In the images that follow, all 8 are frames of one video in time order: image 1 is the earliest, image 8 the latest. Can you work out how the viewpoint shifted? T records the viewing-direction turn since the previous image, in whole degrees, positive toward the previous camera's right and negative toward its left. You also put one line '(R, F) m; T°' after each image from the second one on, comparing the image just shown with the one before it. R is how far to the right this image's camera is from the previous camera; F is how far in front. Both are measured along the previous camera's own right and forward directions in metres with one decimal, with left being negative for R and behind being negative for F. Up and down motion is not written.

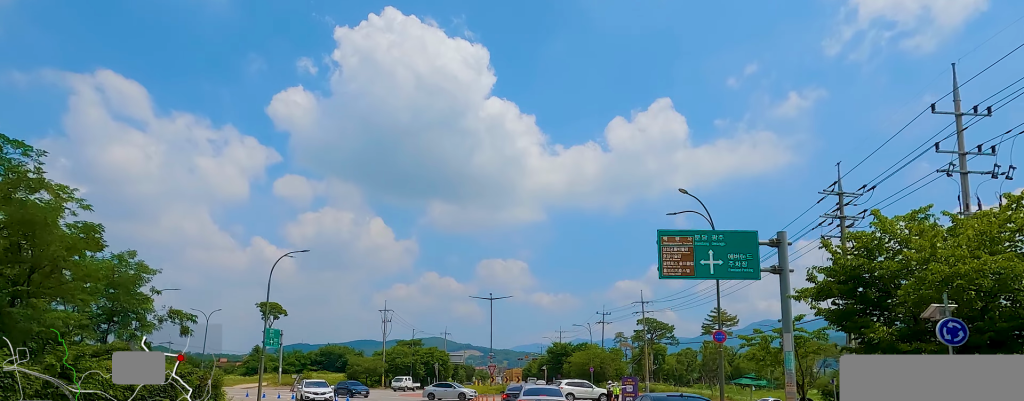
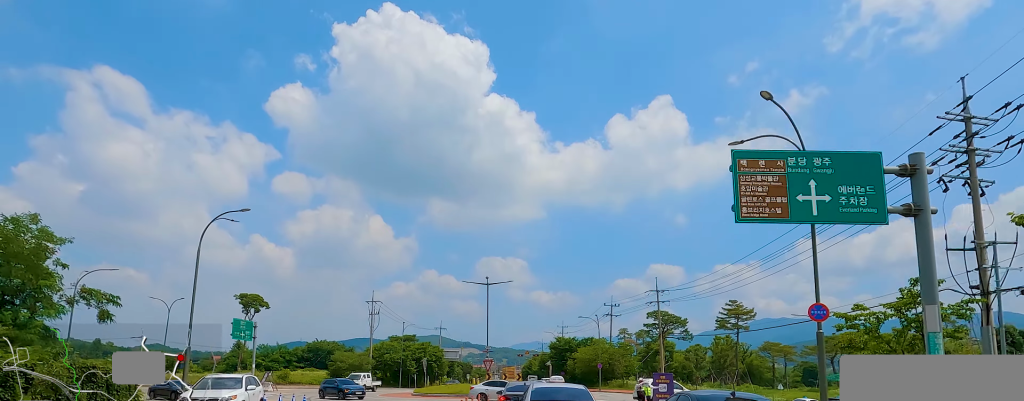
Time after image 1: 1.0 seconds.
(-0.1, +7.0) m; -2°
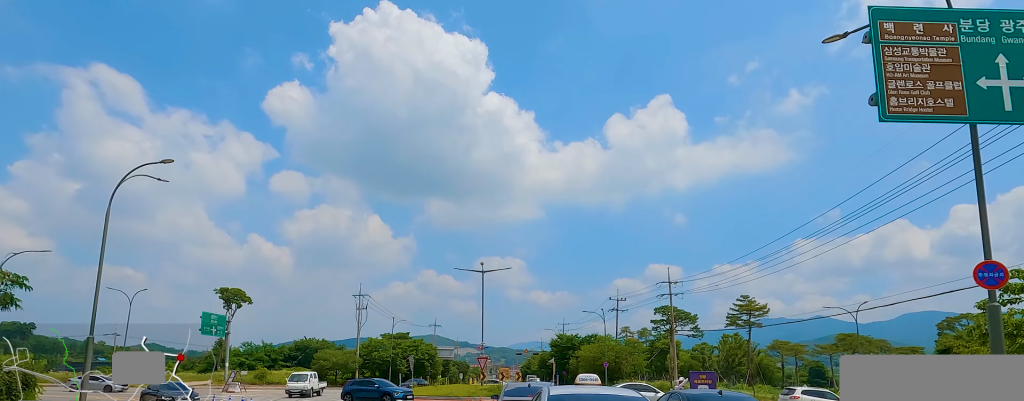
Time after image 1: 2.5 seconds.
(0.0, +8.6) m; +3°
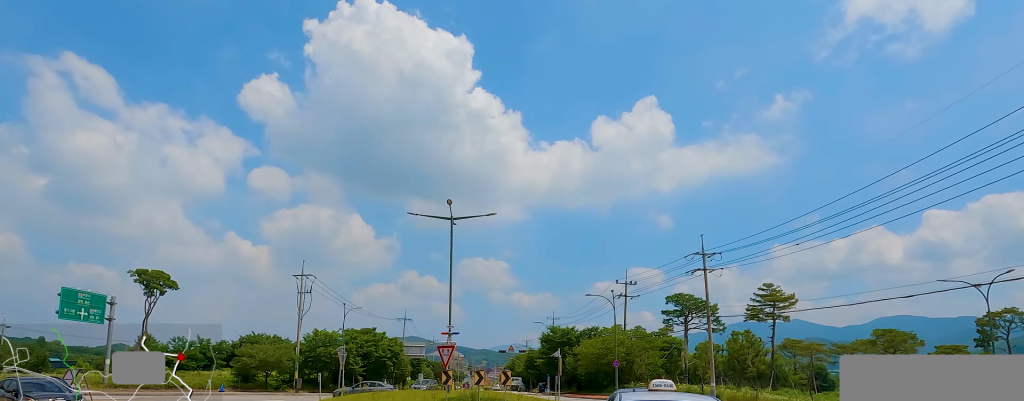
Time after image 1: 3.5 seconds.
(0.0, +4.1) m; +2°
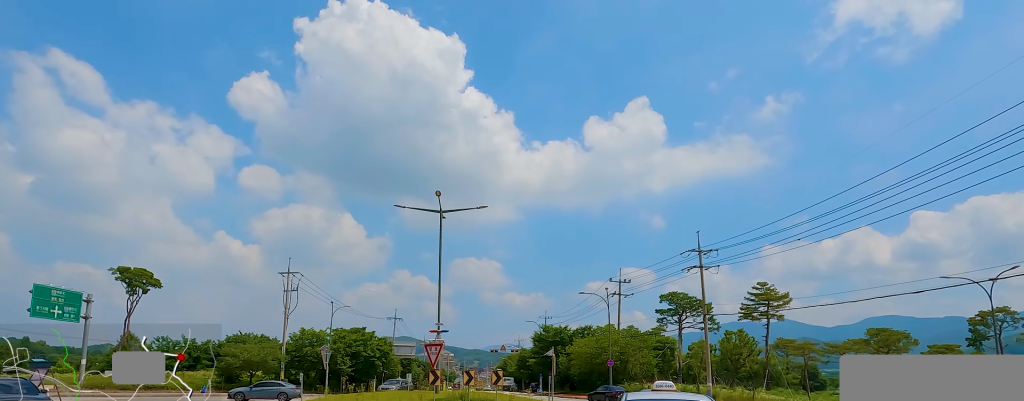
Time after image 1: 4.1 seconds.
(+0.1, +2.9) m; +2°
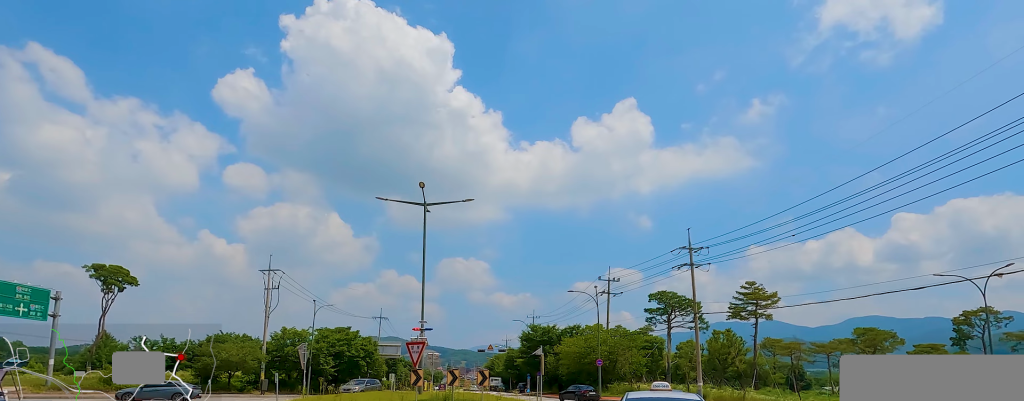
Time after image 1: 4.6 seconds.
(0.0, +2.3) m; +2°
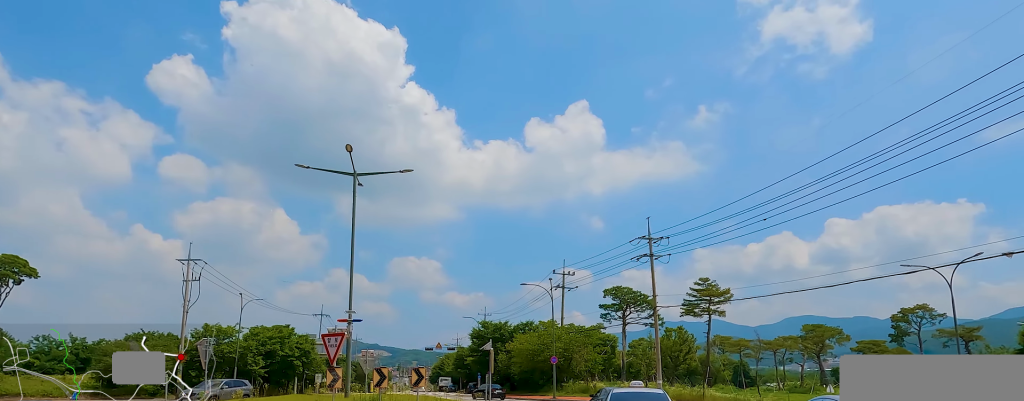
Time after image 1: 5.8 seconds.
(+0.2, +5.7) m; +5°
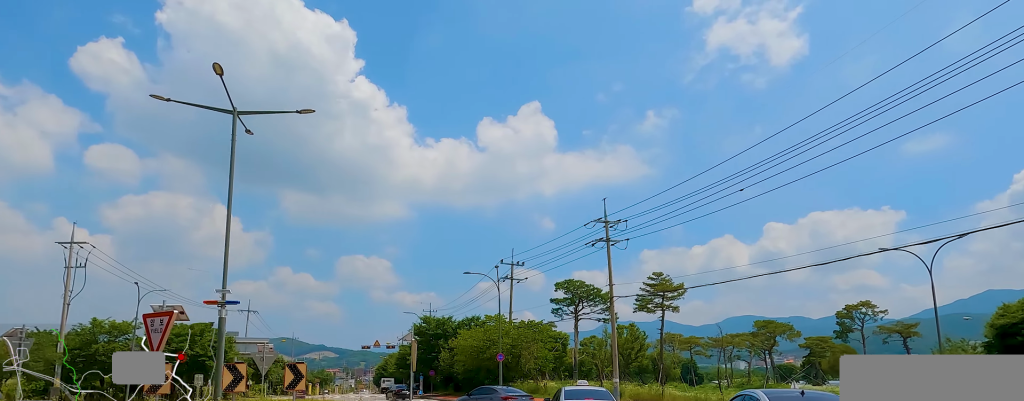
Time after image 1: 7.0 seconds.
(+0.5, +5.8) m; +11°
